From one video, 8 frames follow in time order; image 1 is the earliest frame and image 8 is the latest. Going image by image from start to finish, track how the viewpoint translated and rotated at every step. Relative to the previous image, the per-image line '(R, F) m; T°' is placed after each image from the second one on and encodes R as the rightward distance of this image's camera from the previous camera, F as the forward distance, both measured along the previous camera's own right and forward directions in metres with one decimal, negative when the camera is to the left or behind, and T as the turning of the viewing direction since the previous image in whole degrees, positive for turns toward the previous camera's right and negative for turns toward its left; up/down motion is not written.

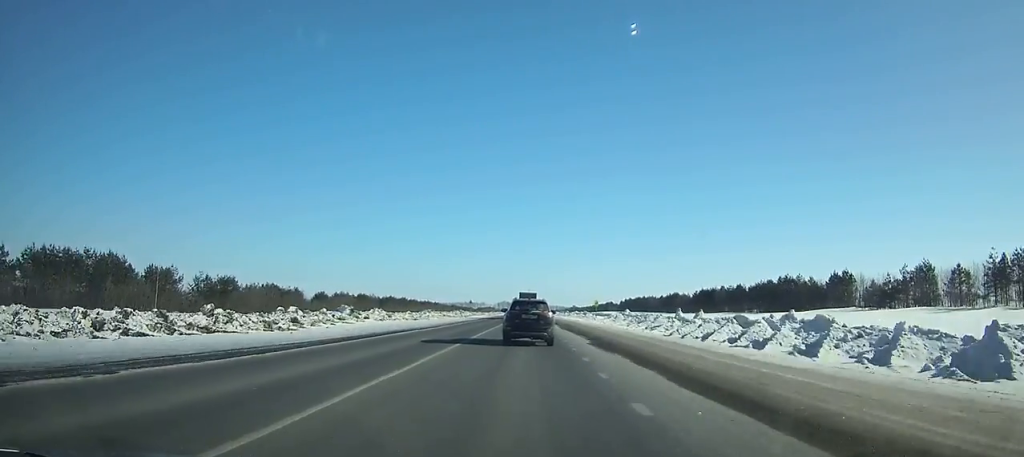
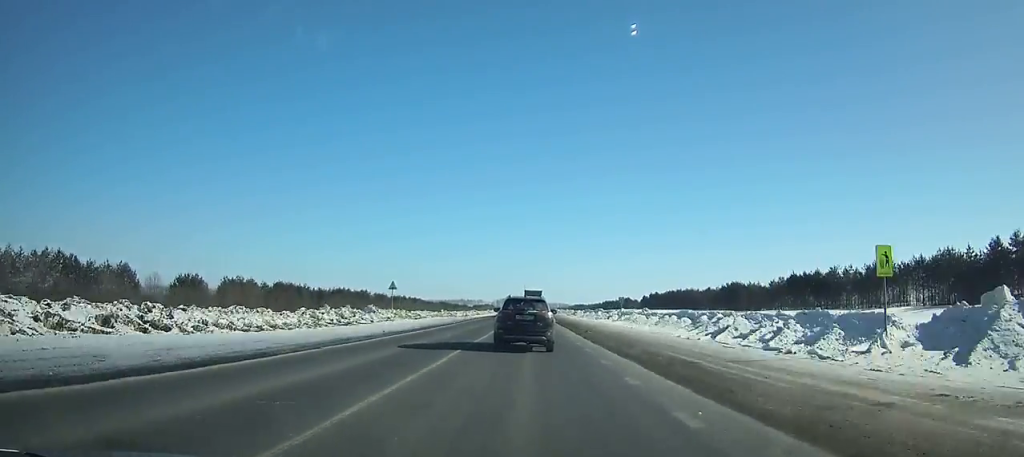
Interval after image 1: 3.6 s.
(-0.2, +70.5) m; 0°
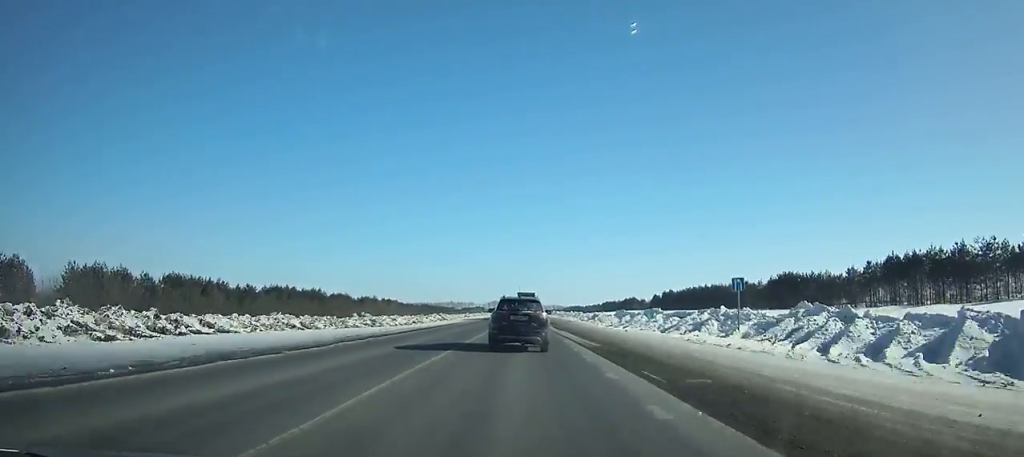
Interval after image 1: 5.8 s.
(0.0, +43.7) m; 0°
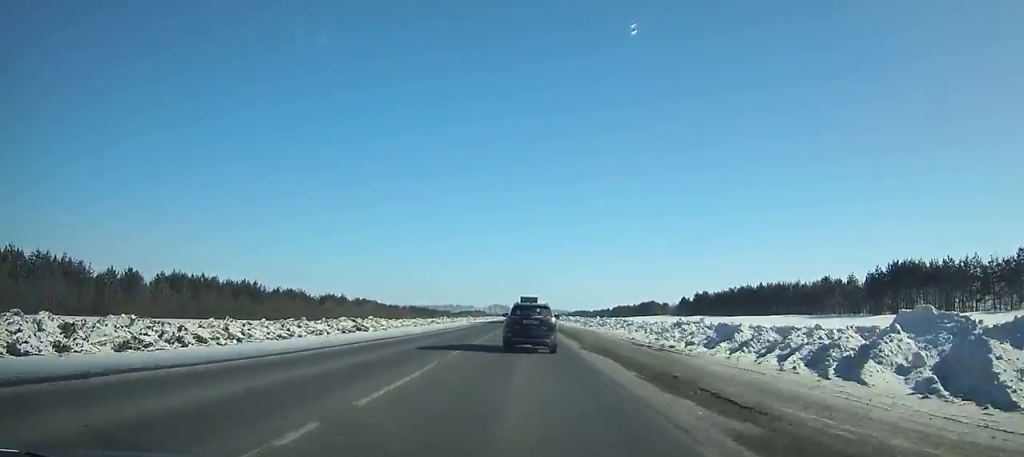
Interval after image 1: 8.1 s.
(+0.1, +46.7) m; 0°
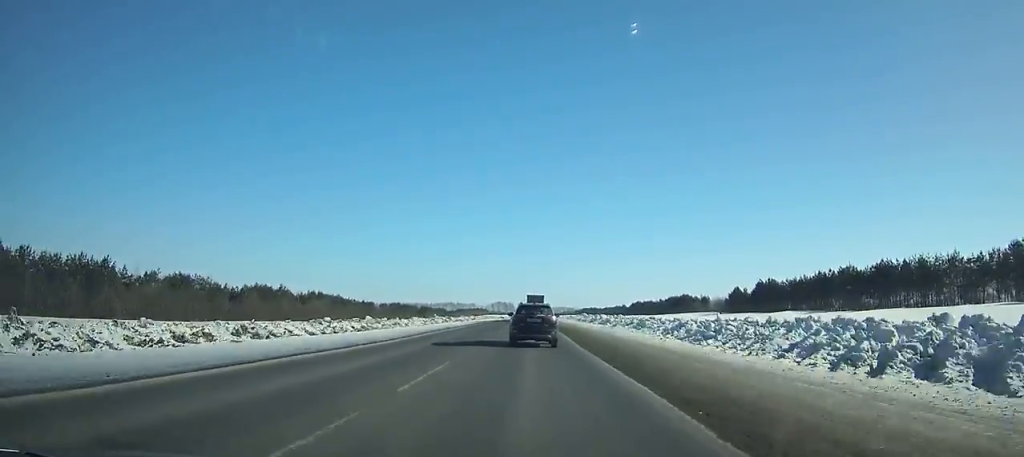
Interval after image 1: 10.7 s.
(-0.1, +54.0) m; 0°
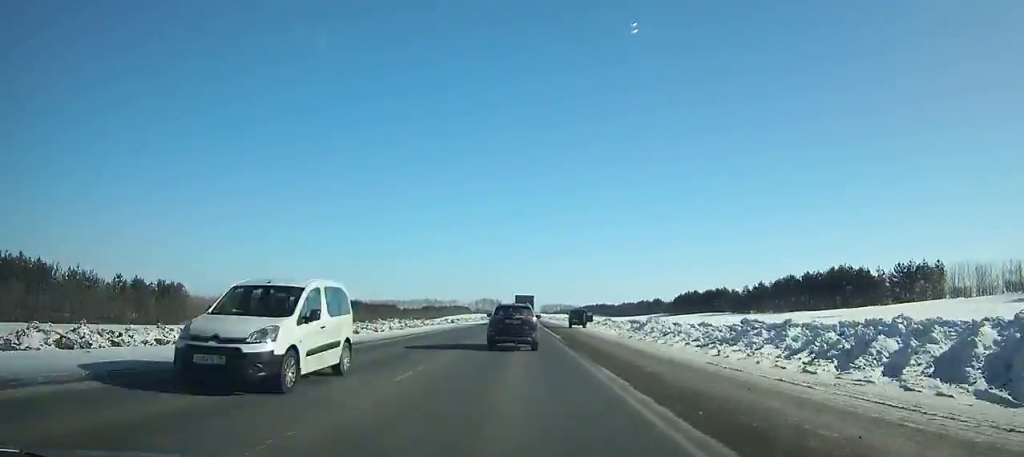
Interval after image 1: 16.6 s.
(+0.7, +127.7) m; 0°
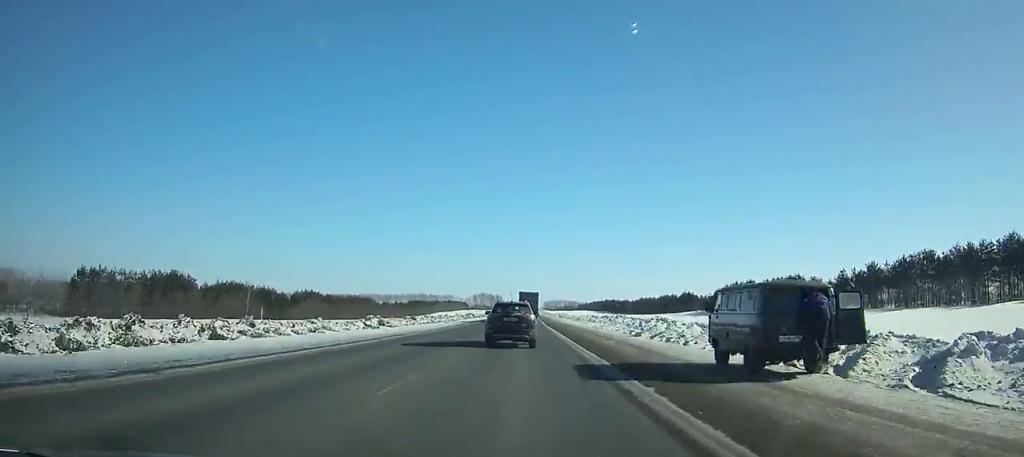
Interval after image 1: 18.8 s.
(0.0, +48.7) m; 0°
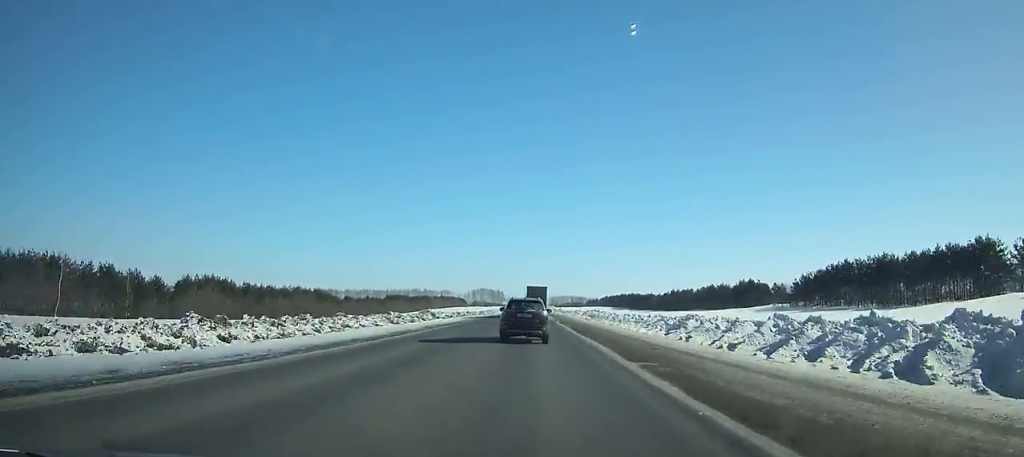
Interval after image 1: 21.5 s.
(-0.1, +60.1) m; 0°
